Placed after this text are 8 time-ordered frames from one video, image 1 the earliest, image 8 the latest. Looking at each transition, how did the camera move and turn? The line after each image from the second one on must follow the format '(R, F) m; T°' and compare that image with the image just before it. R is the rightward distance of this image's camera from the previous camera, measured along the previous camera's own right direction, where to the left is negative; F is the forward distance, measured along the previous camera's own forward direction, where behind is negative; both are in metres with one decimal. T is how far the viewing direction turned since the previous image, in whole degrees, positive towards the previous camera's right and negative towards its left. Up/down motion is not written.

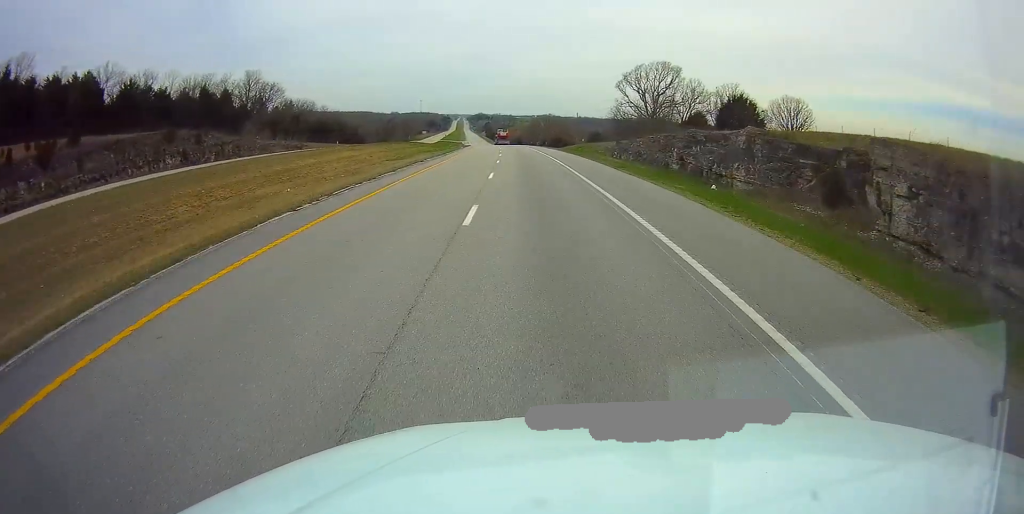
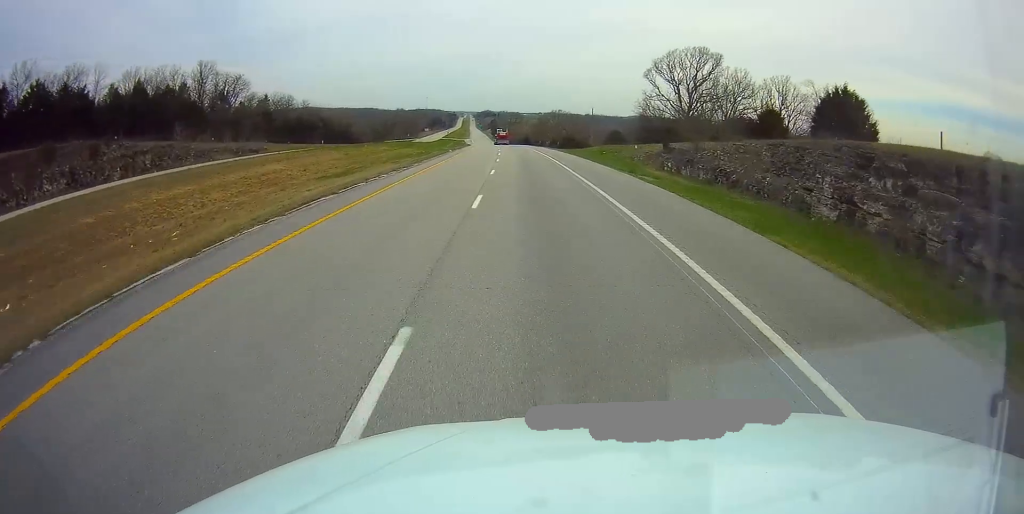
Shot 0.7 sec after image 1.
(-0.1, +22.0) m; -1°
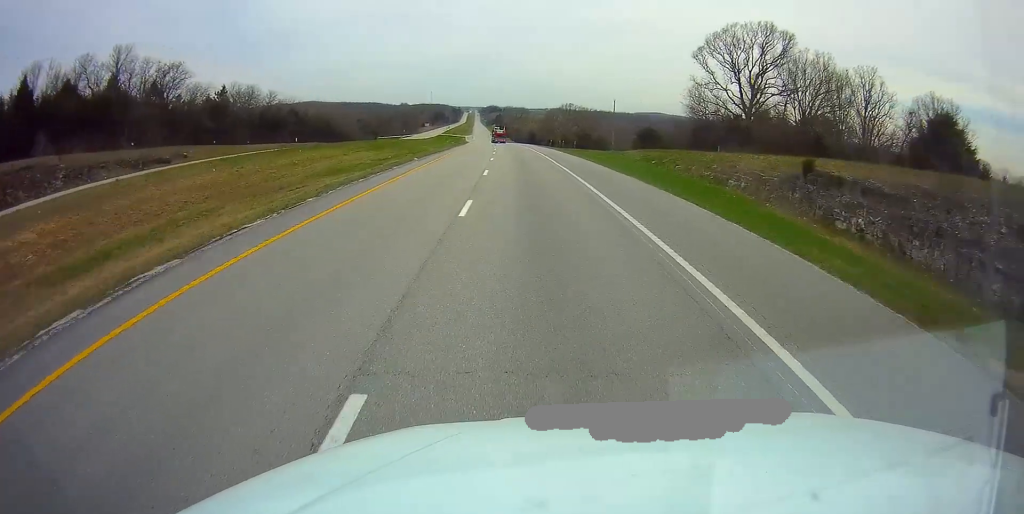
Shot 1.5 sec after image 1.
(-0.2, +26.2) m; -1°
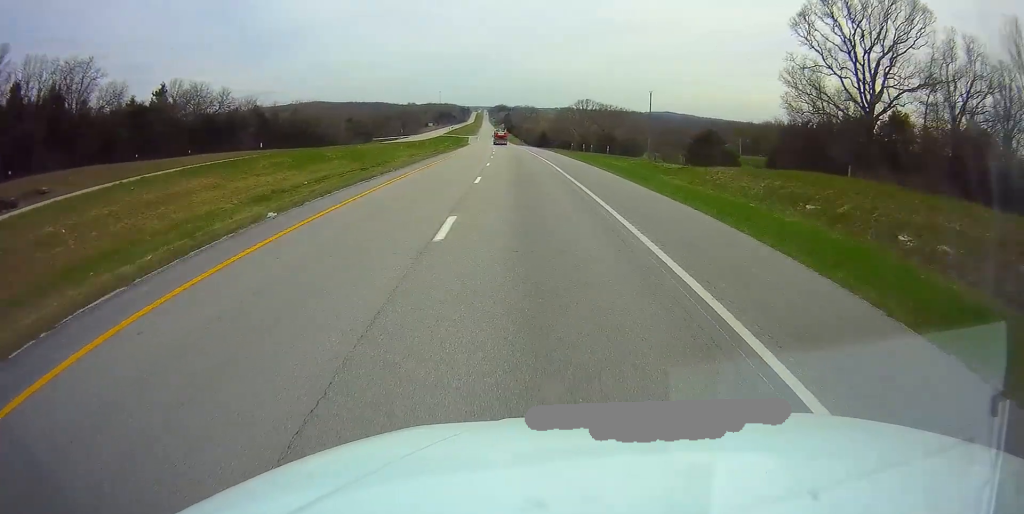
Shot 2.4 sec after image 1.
(-0.3, +27.3) m; -1°
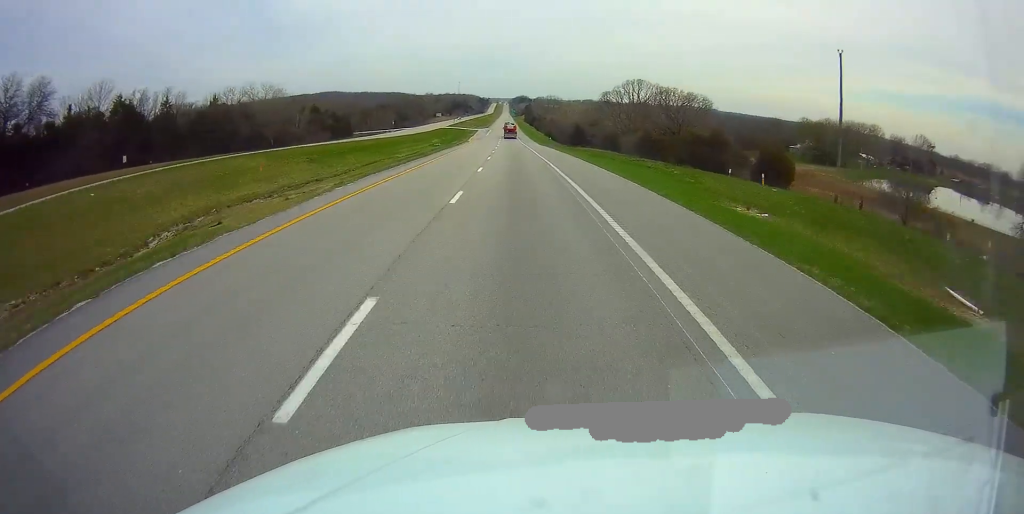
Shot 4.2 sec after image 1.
(-0.9, +56.0) m; -2°
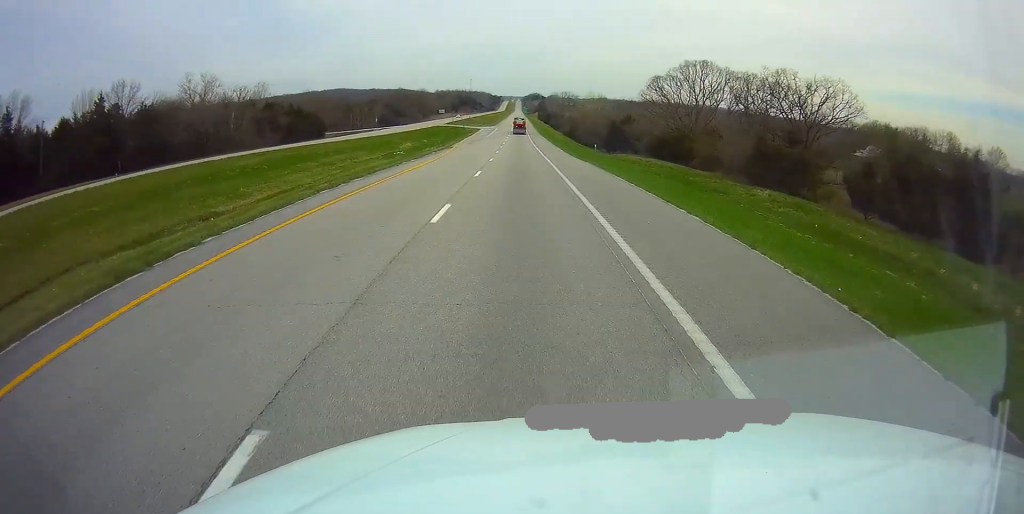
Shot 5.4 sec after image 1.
(-0.1, +40.2) m; -1°
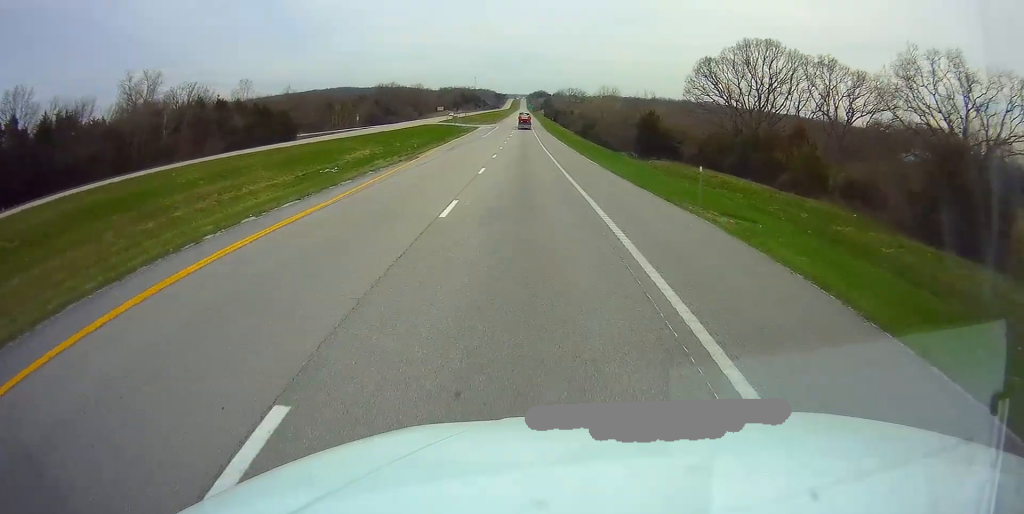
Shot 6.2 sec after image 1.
(-0.3, +24.3) m; -1°
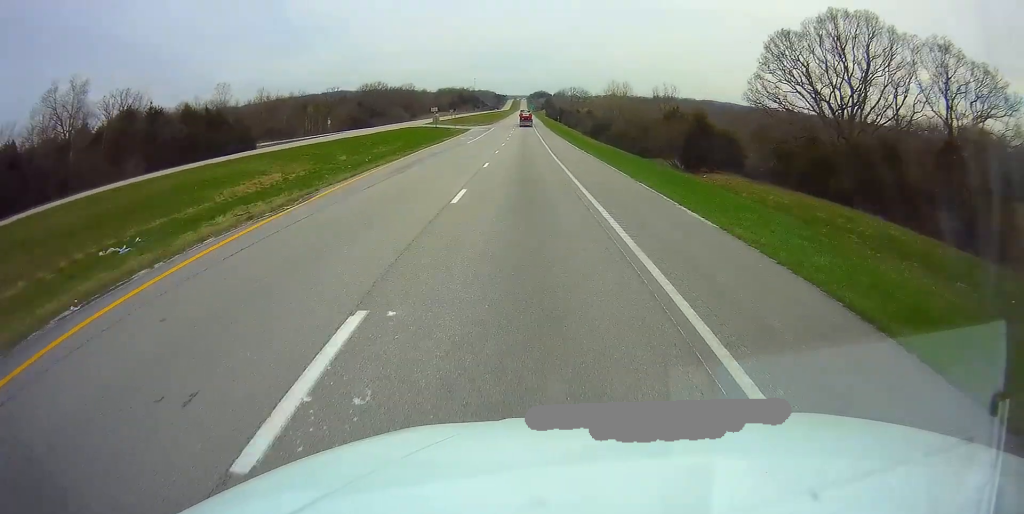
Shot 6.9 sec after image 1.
(0.0, +22.2) m; 0°
